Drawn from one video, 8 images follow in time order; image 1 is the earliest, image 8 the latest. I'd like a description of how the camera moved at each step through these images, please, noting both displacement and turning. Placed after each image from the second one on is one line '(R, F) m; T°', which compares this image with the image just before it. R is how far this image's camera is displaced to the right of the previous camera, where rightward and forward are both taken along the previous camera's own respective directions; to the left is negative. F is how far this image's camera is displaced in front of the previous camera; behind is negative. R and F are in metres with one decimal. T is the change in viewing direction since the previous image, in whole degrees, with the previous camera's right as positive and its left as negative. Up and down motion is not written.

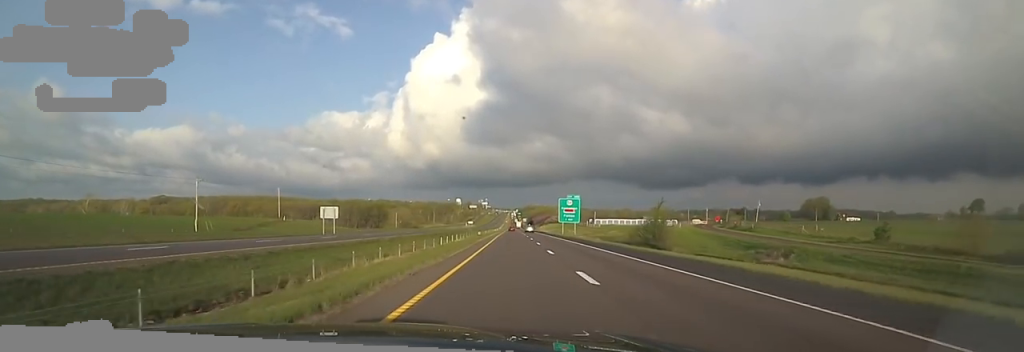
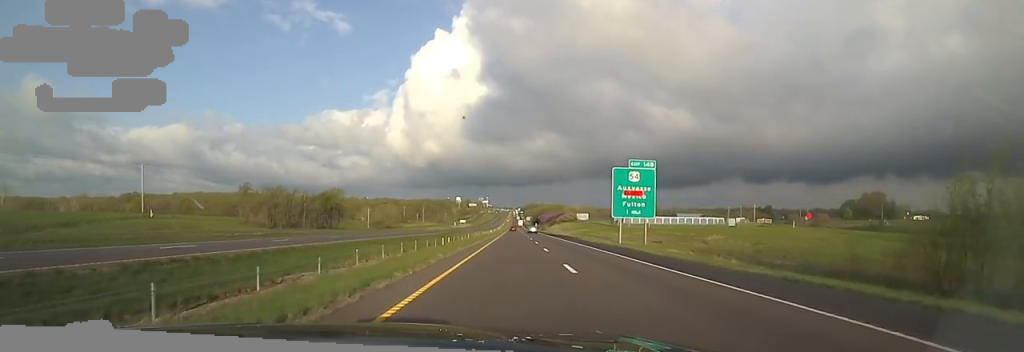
(+0.8, +58.0) m; -1°
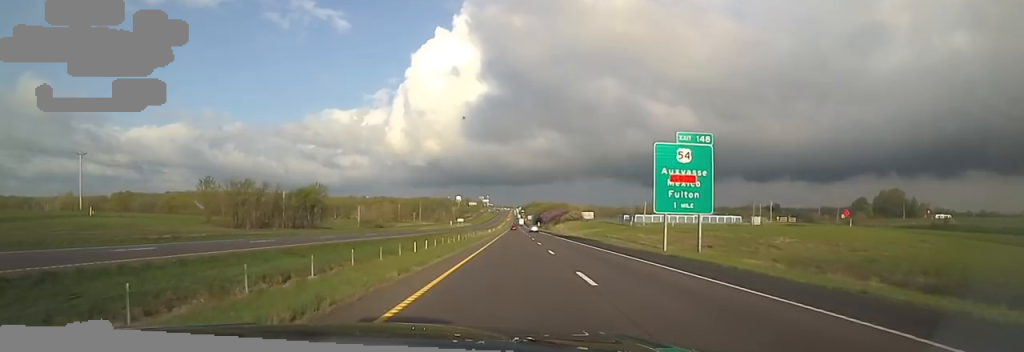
(-0.3, +15.4) m; -1°
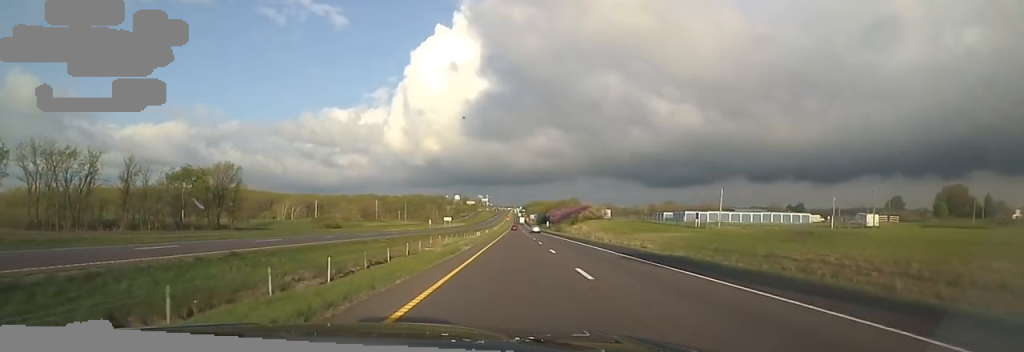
(-0.1, +47.7) m; 0°
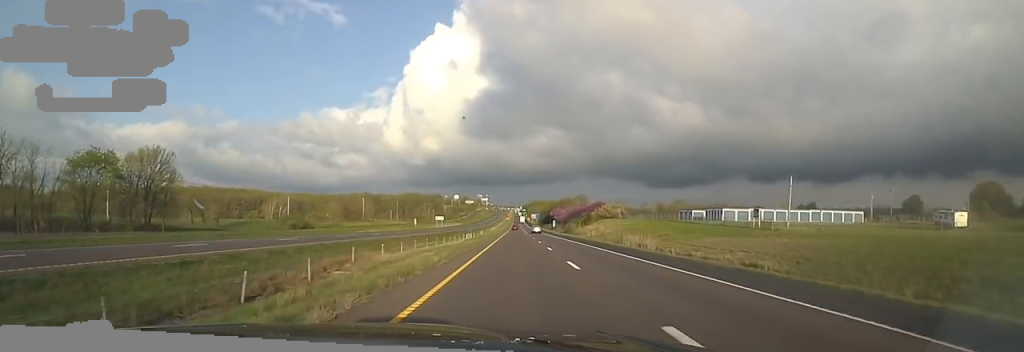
(0.0, +21.5) m; 0°
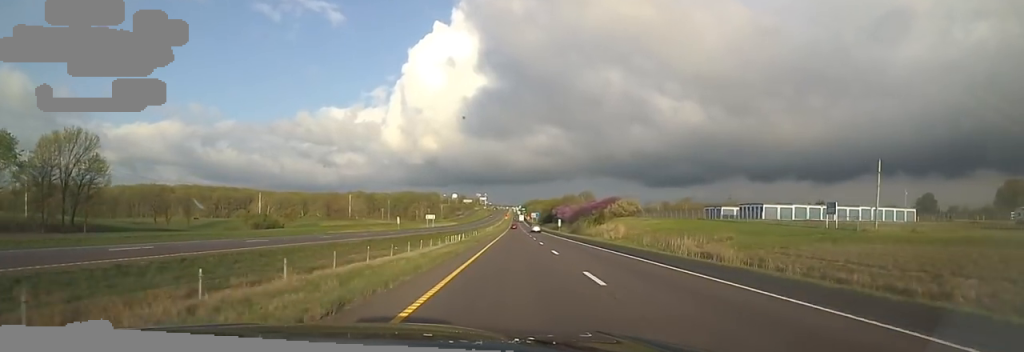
(0.0, +16.7) m; 0°
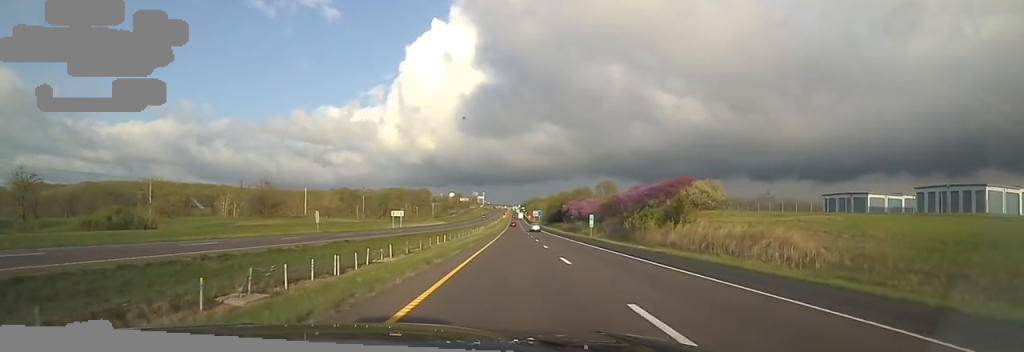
(0.0, +42.7) m; +1°
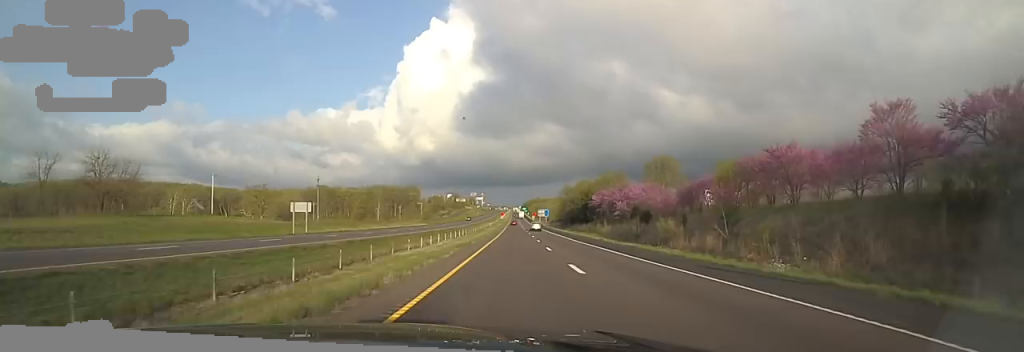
(+1.7, +52.2) m; +1°
